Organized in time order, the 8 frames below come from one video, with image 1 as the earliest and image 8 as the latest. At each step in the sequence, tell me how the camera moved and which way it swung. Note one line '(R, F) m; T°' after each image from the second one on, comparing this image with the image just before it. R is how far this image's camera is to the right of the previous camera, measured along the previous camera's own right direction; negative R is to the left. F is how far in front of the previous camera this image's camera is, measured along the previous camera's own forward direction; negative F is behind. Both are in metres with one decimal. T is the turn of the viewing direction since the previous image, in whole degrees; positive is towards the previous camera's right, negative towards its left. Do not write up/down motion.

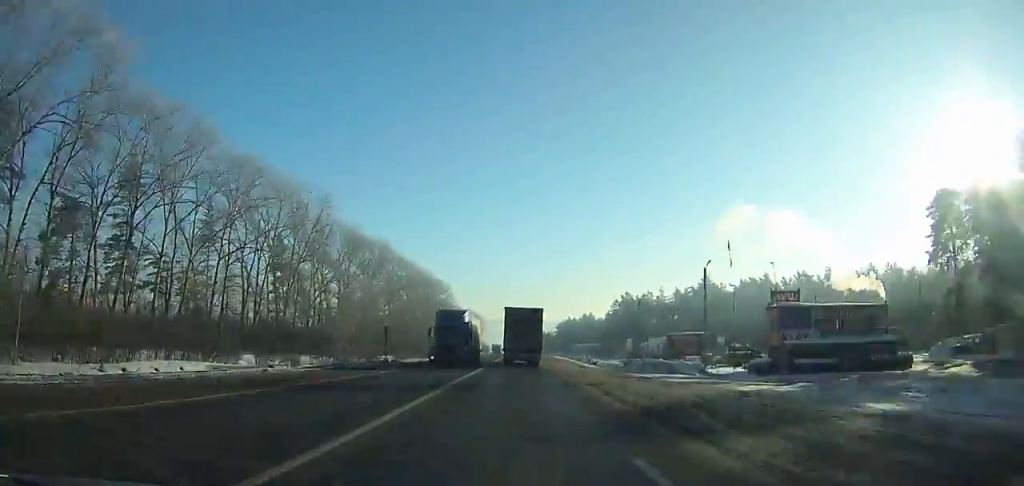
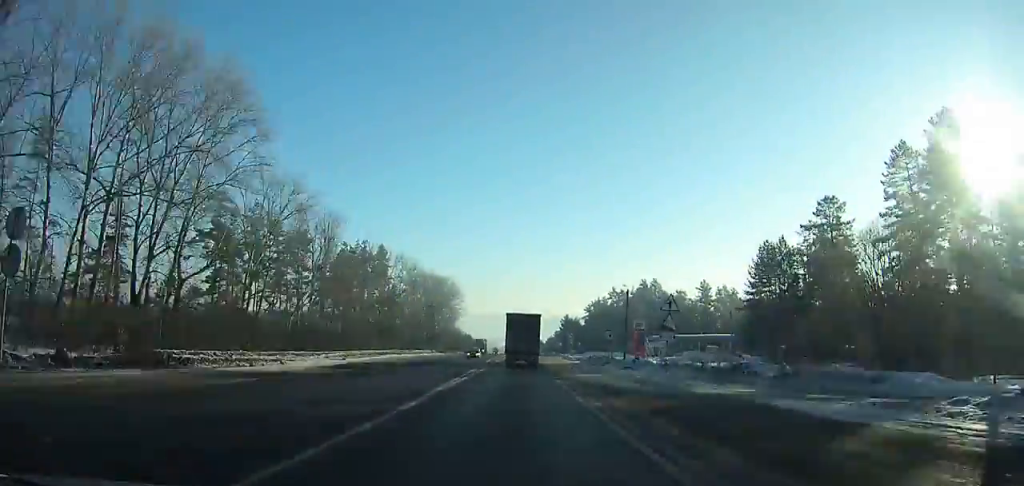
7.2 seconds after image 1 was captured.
(-0.9, +160.9) m; -1°
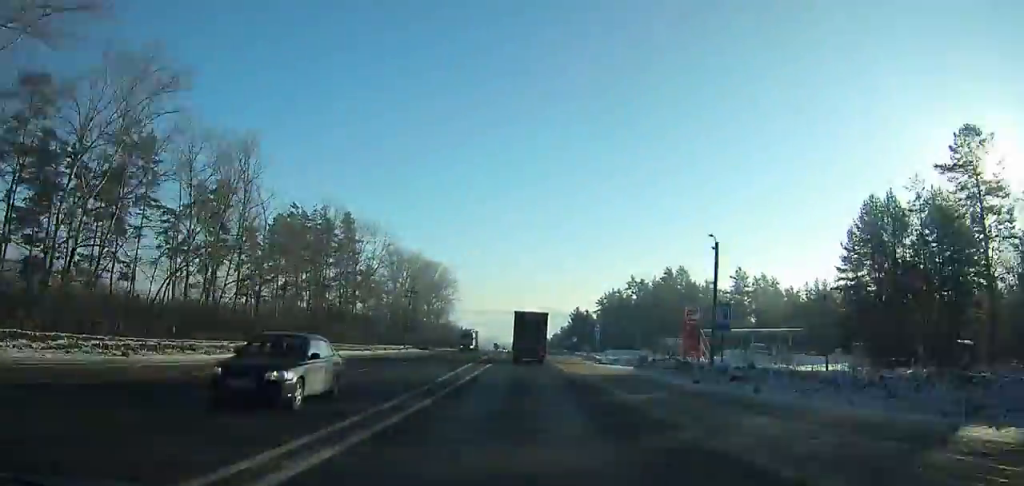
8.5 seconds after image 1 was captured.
(-0.1, +29.5) m; 0°
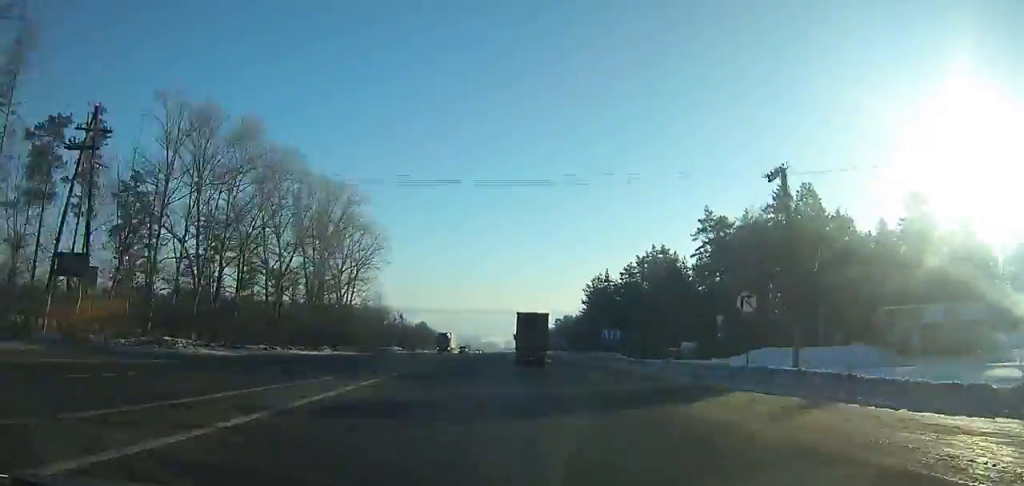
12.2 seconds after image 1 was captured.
(+0.7, +83.9) m; +1°
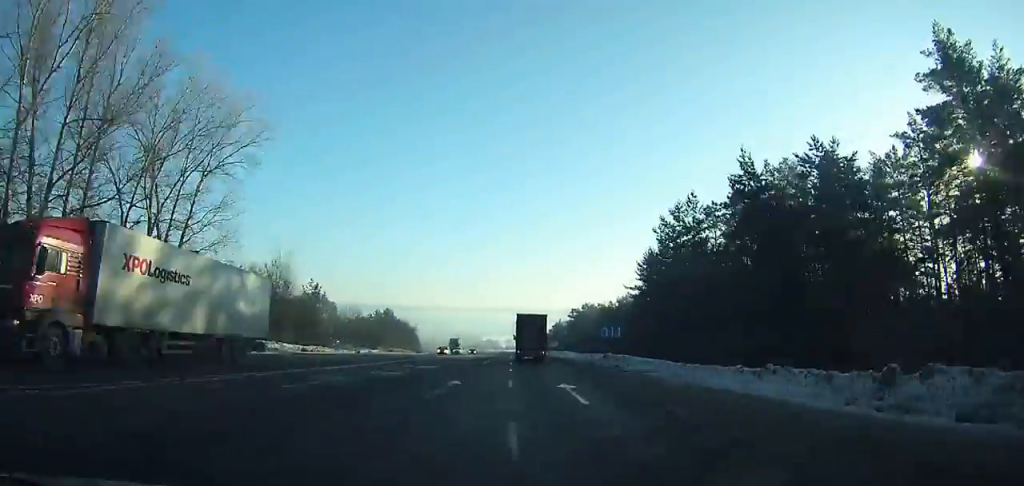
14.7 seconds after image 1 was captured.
(+0.1, +56.4) m; 0°
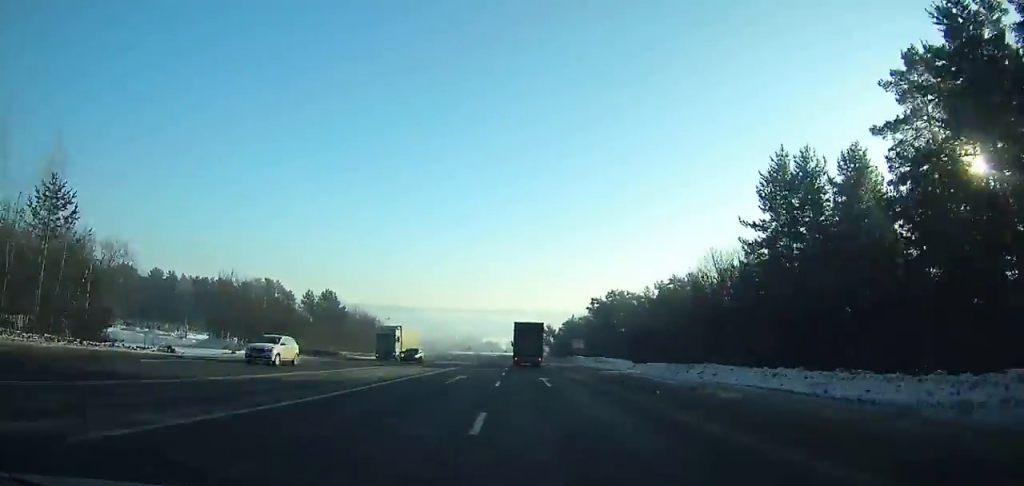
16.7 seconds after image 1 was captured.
(0.0, +44.7) m; 0°
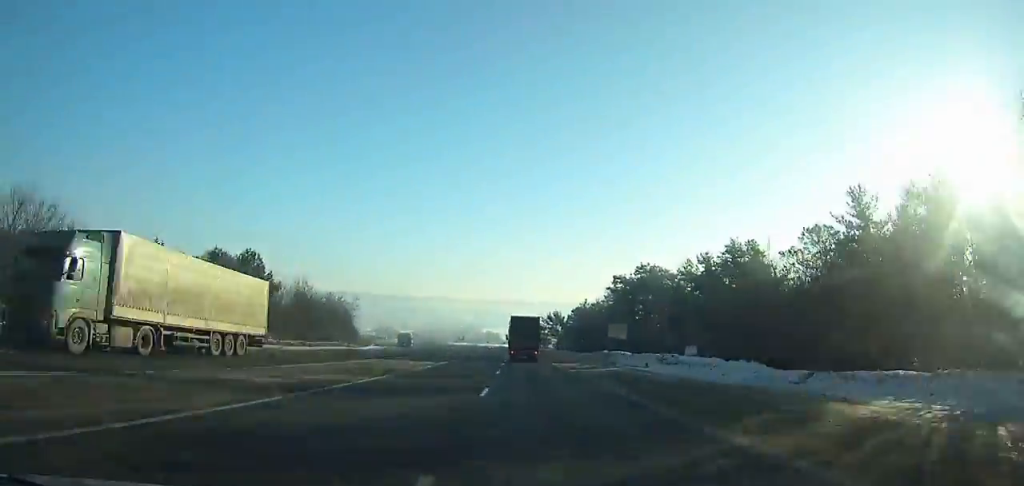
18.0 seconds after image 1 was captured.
(+0.1, +28.8) m; -1°
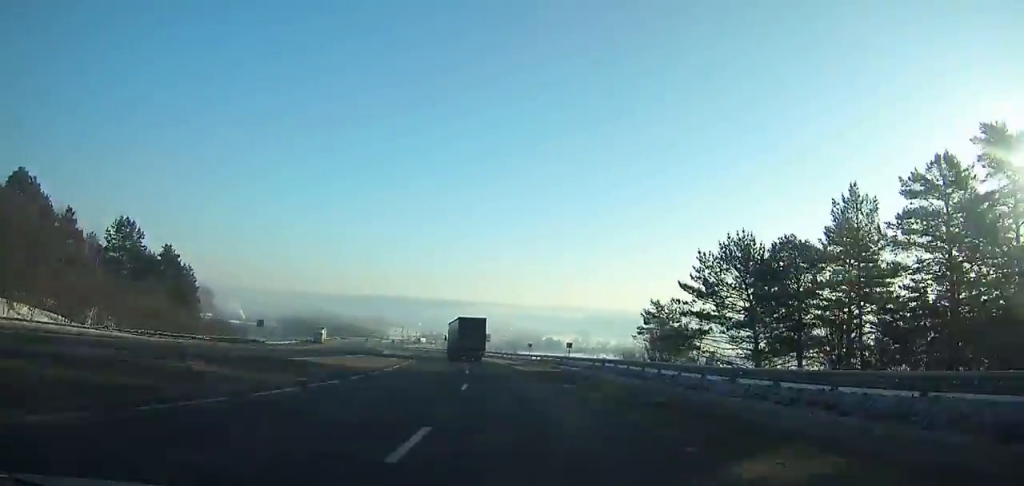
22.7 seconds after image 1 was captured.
(-4.9, +101.3) m; -9°
